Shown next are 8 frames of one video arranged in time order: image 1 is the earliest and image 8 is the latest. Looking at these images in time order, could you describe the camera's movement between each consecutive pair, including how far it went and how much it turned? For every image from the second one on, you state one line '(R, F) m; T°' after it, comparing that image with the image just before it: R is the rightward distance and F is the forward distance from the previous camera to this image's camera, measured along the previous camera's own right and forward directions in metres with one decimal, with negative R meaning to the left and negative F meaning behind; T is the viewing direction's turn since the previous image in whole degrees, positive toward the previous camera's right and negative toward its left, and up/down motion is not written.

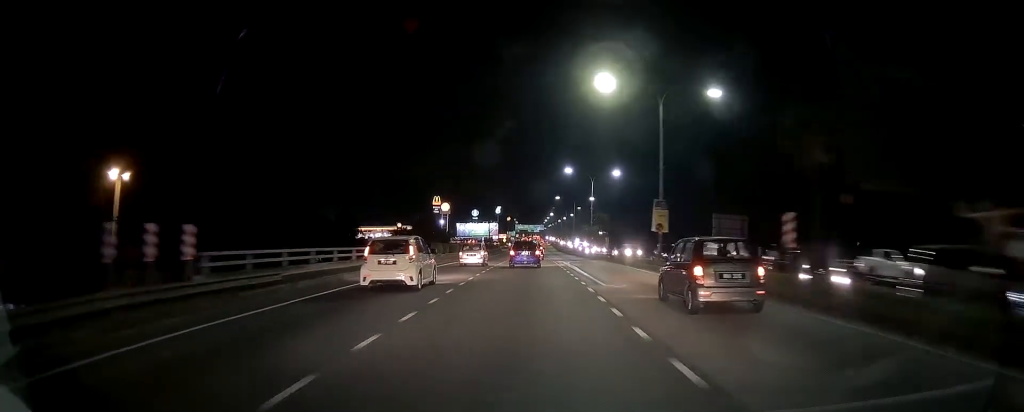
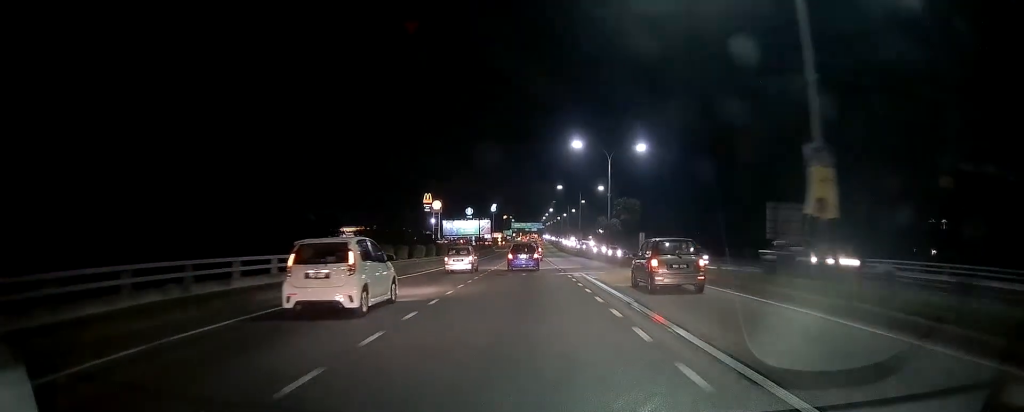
(0.0, +18.1) m; 0°
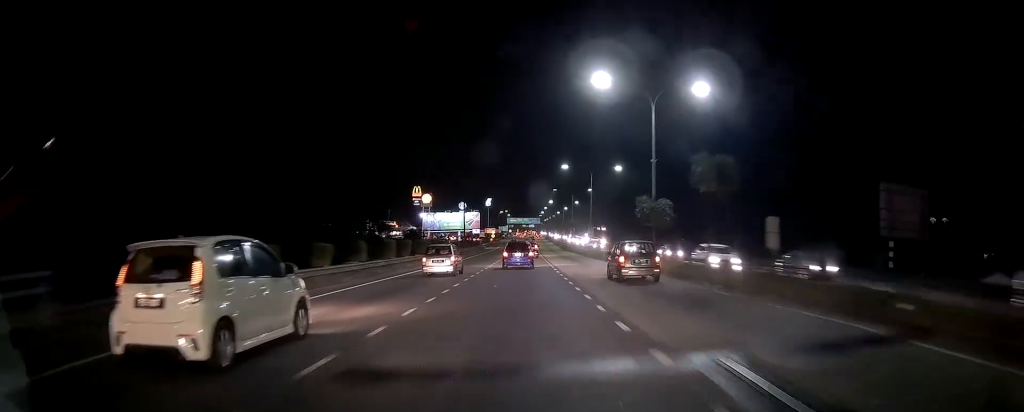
(0.0, +20.6) m; 0°
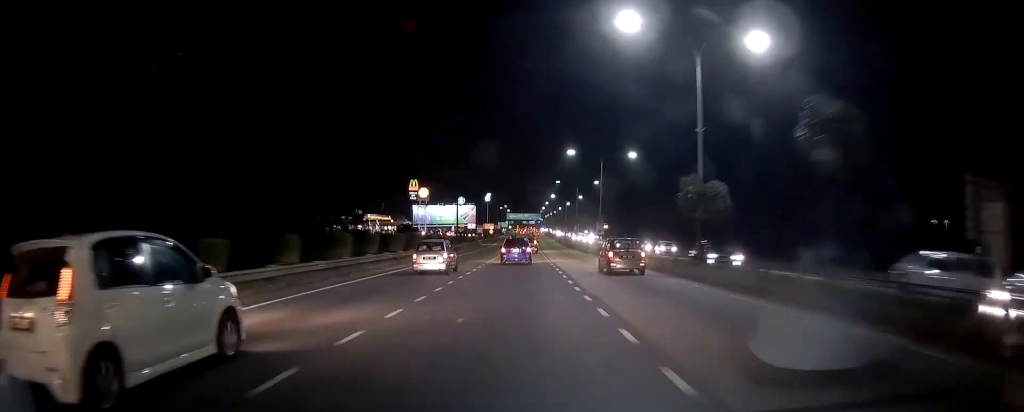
(0.0, +9.2) m; 0°
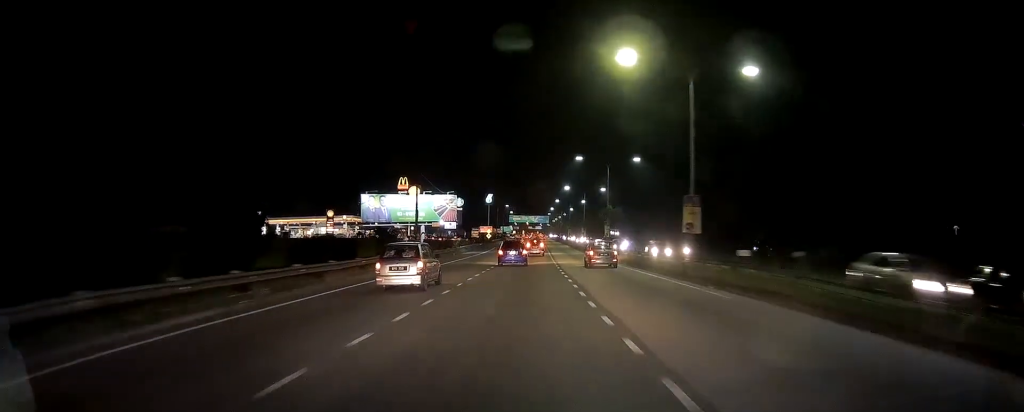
(-0.1, +32.8) m; 0°
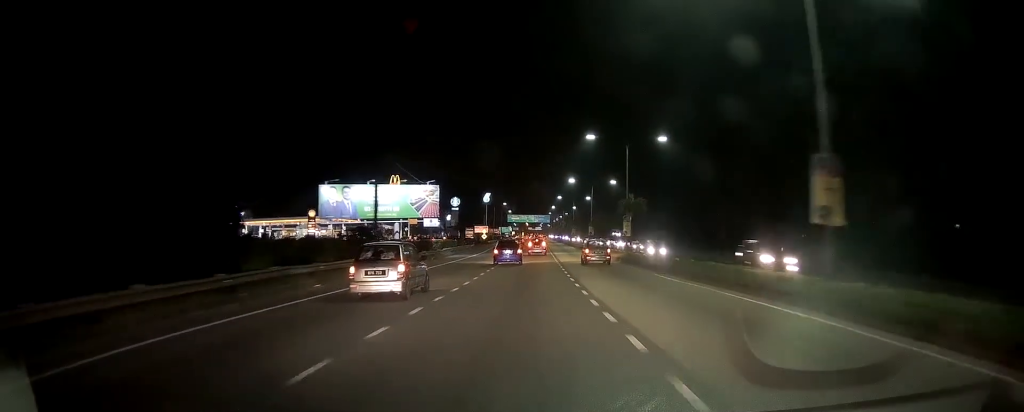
(0.0, +13.1) m; 0°
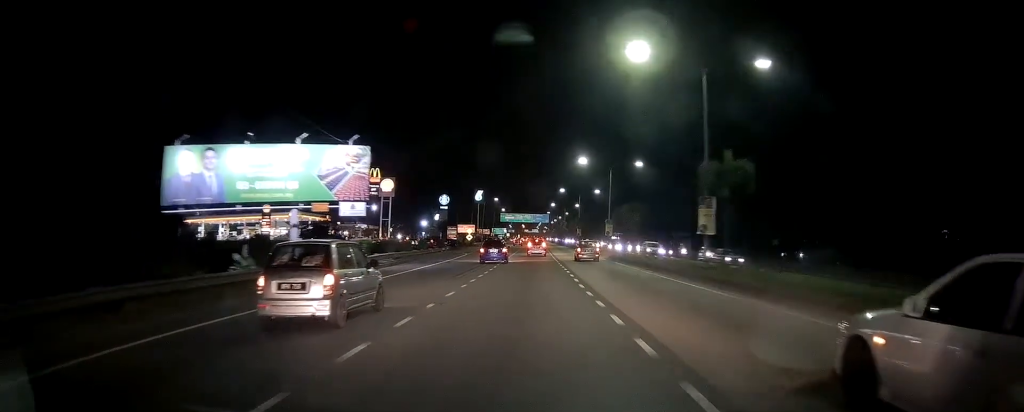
(0.0, +23.7) m; 0°
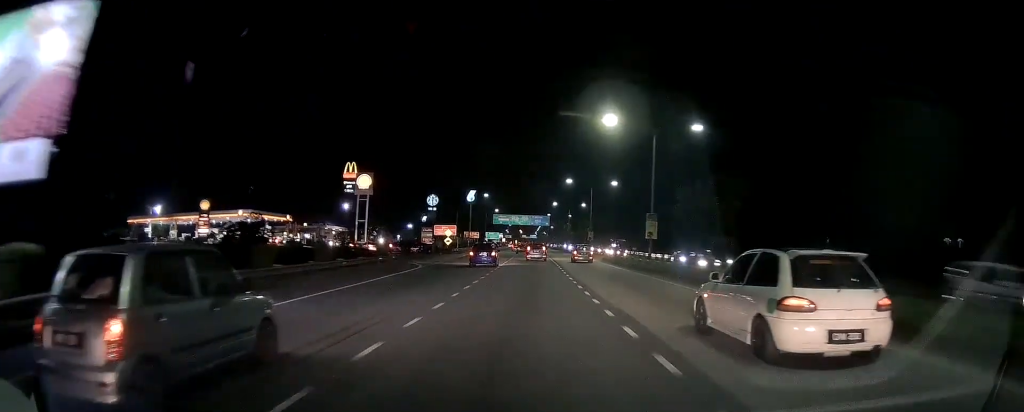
(0.0, +23.9) m; 0°
